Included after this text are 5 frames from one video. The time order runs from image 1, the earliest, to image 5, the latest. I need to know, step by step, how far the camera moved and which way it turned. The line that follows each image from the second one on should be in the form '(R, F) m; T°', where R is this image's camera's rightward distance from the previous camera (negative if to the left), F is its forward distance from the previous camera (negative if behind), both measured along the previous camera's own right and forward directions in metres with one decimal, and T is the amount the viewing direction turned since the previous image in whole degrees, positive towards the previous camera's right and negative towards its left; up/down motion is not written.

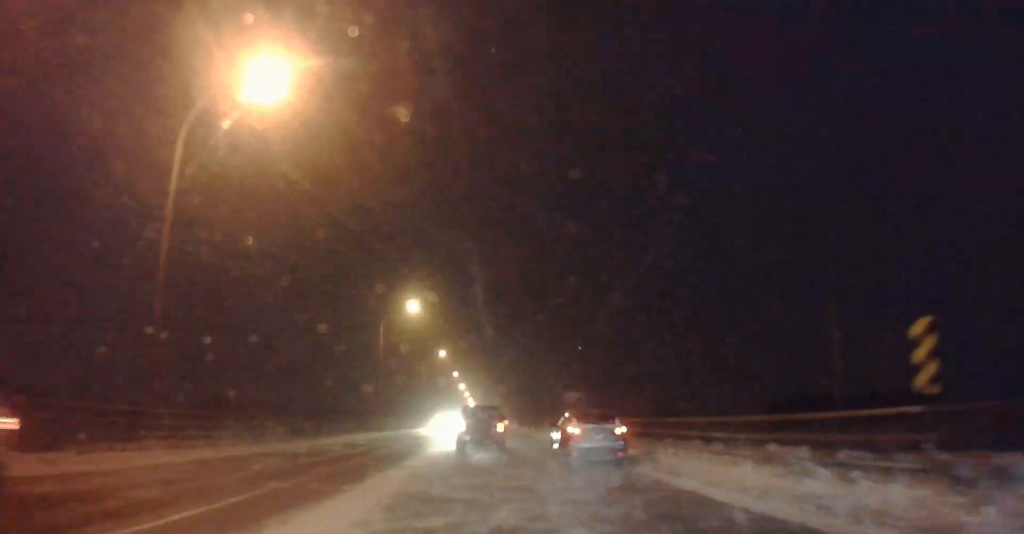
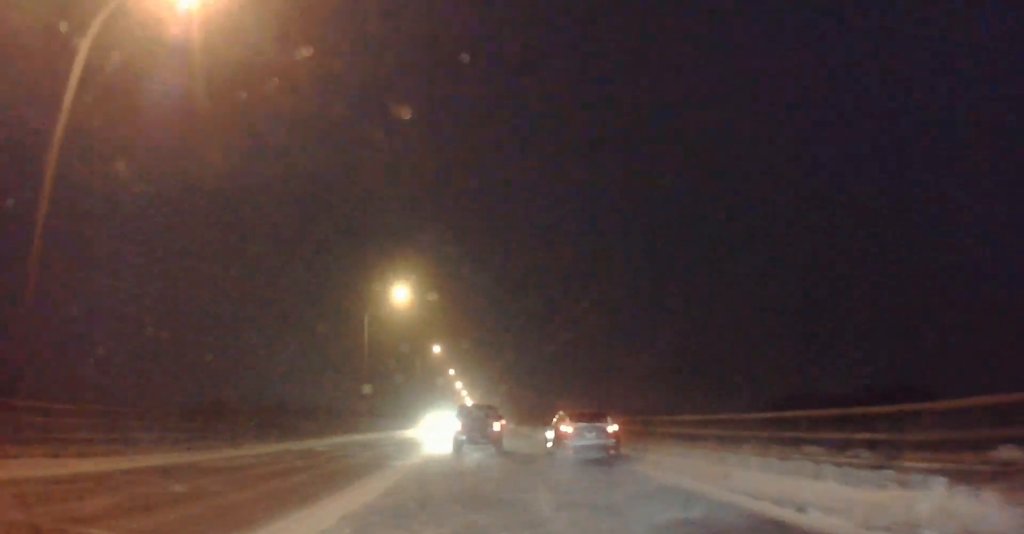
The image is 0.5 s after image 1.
(0.0, +6.1) m; 0°
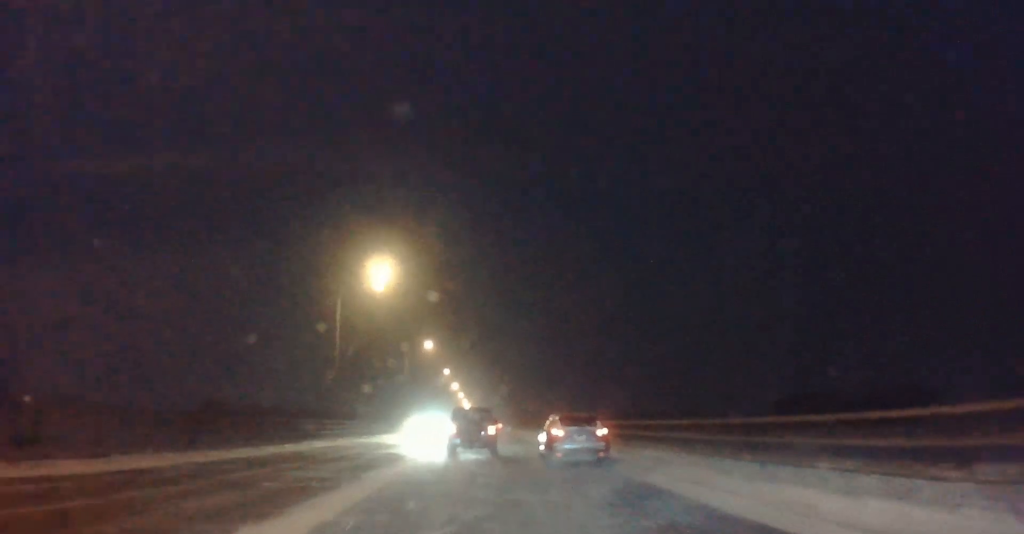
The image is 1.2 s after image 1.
(0.0, +9.5) m; 0°
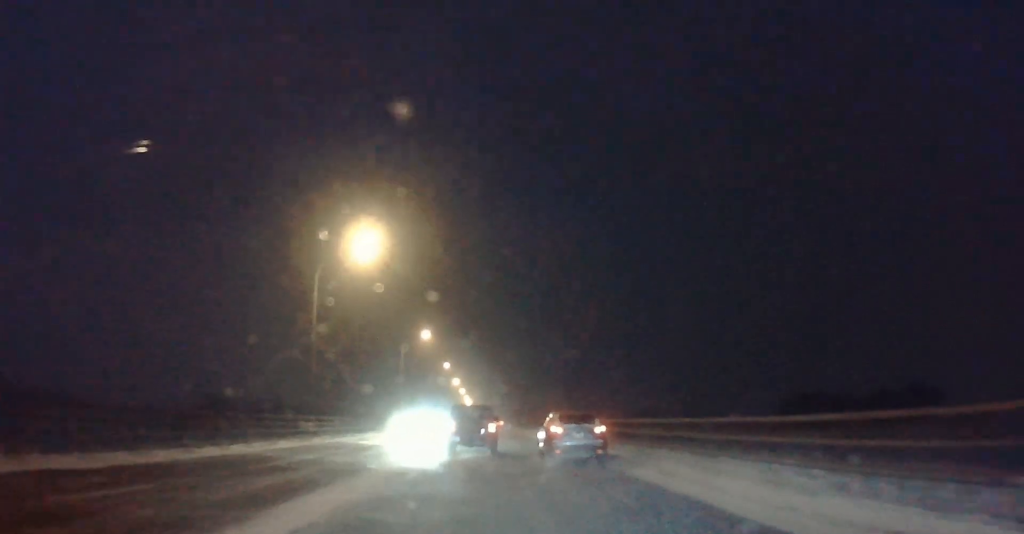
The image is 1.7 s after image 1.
(0.0, +6.8) m; 0°
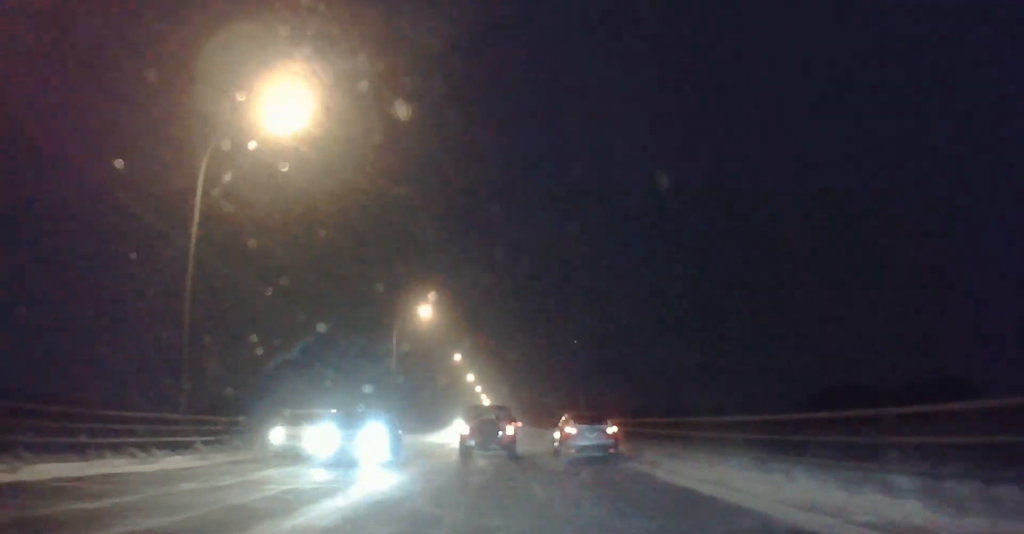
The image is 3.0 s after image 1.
(0.0, +18.5) m; 0°
